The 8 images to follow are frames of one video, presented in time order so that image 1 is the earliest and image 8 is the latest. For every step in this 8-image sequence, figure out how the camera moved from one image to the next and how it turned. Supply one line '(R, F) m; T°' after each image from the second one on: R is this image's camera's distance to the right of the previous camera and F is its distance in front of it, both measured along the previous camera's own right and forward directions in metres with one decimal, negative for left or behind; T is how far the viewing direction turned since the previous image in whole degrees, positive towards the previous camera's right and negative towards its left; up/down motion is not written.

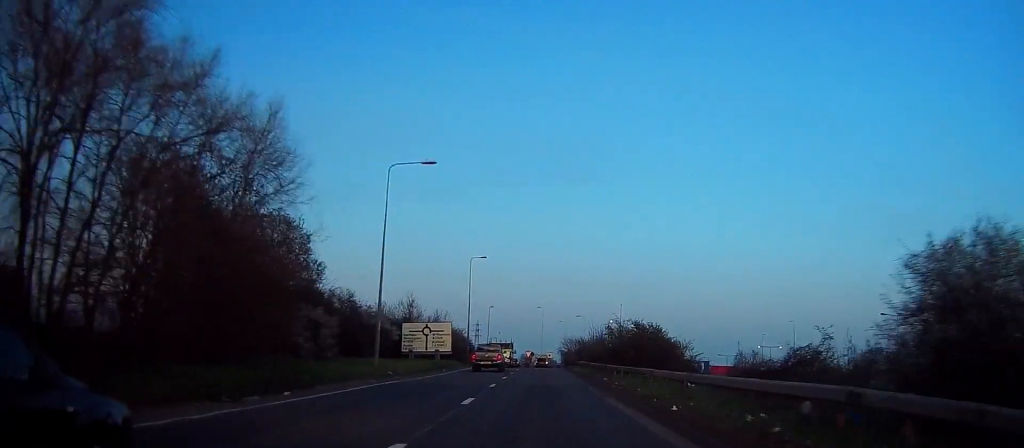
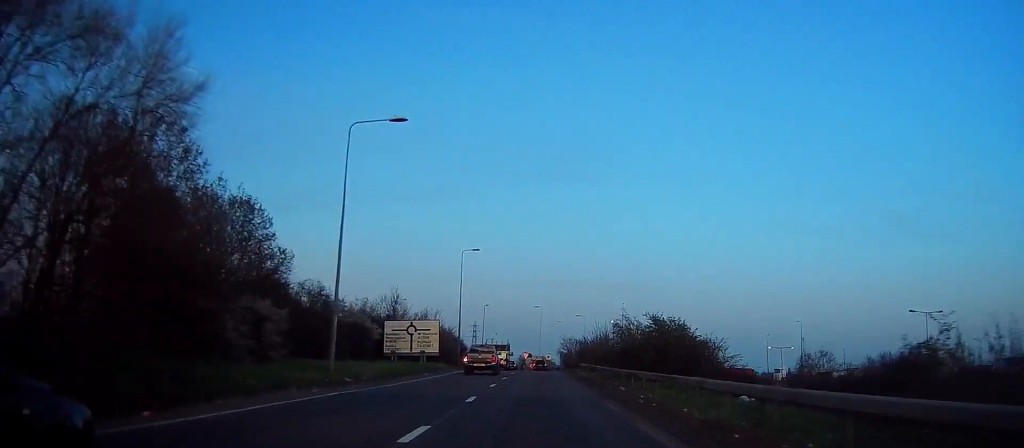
(0.0, +6.2) m; 0°
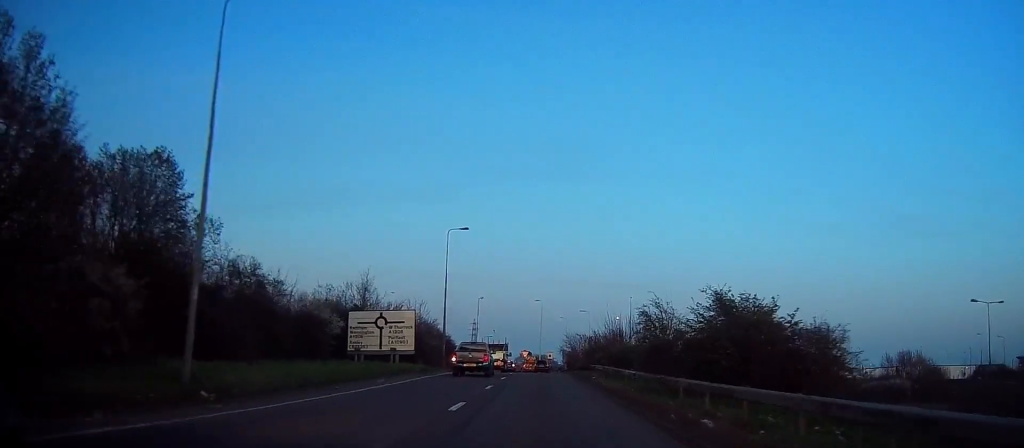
(0.0, +10.7) m; -1°
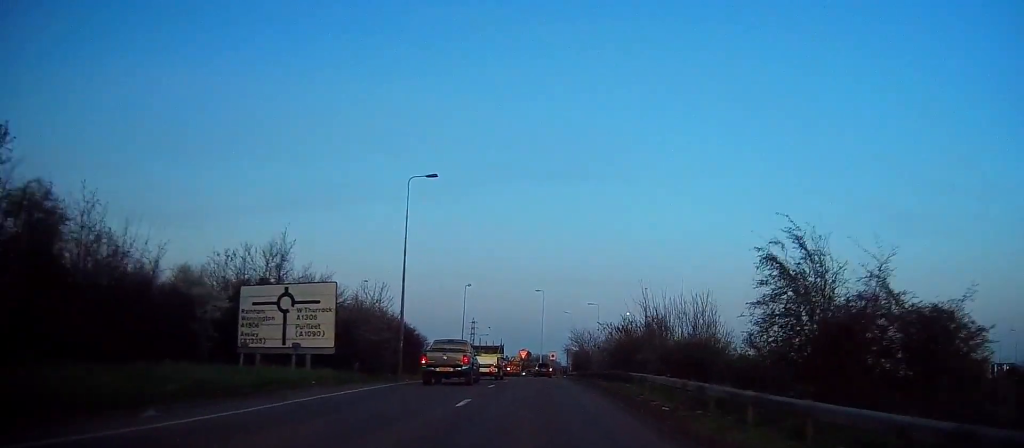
(-0.4, +17.2) m; -2°
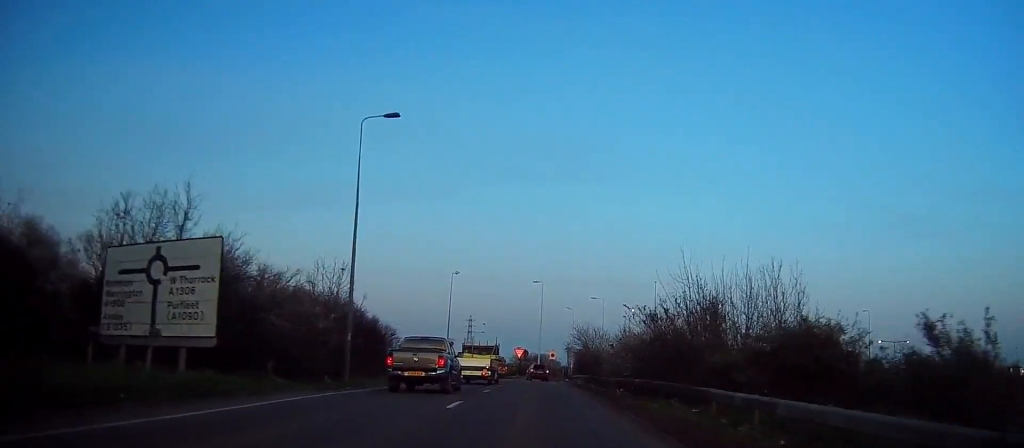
(-0.1, +10.2) m; +1°
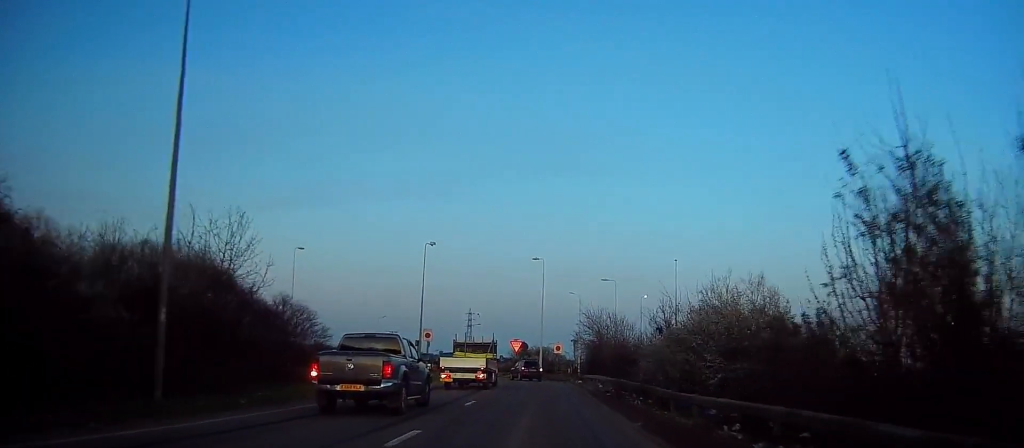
(+0.4, +14.8) m; +2°
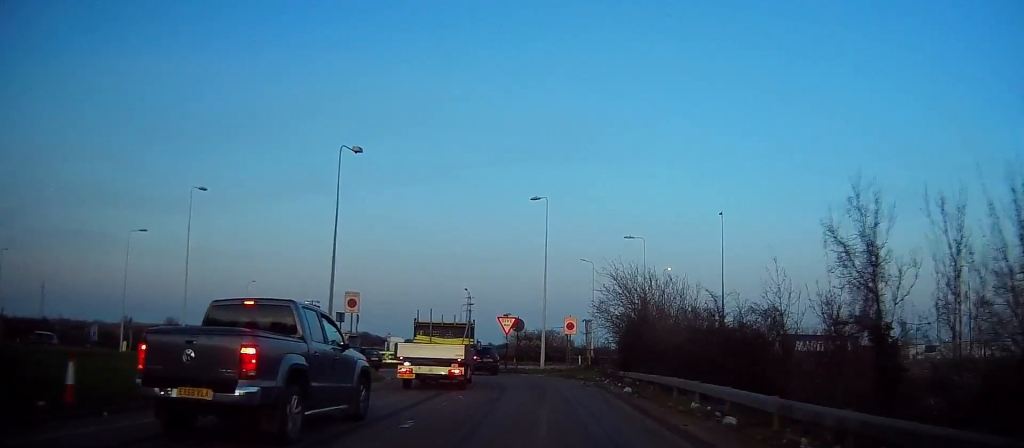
(0.0, +21.2) m; 0°
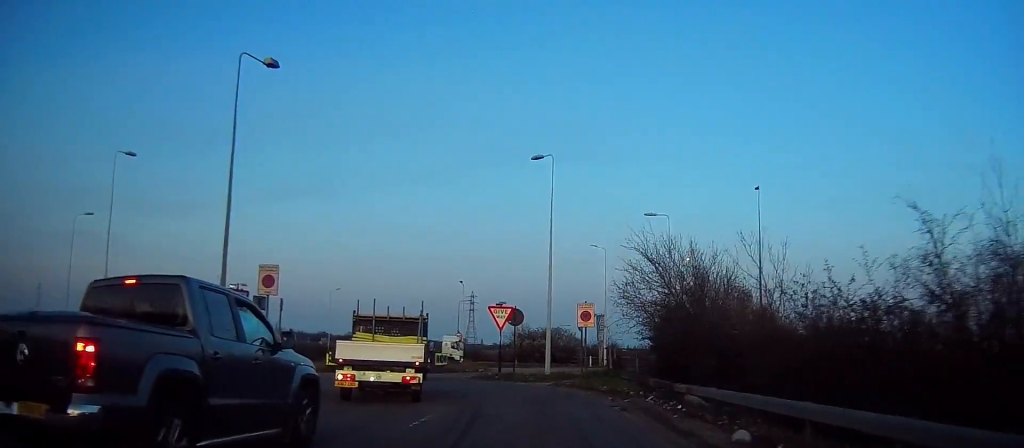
(0.0, +10.3) m; -1°
